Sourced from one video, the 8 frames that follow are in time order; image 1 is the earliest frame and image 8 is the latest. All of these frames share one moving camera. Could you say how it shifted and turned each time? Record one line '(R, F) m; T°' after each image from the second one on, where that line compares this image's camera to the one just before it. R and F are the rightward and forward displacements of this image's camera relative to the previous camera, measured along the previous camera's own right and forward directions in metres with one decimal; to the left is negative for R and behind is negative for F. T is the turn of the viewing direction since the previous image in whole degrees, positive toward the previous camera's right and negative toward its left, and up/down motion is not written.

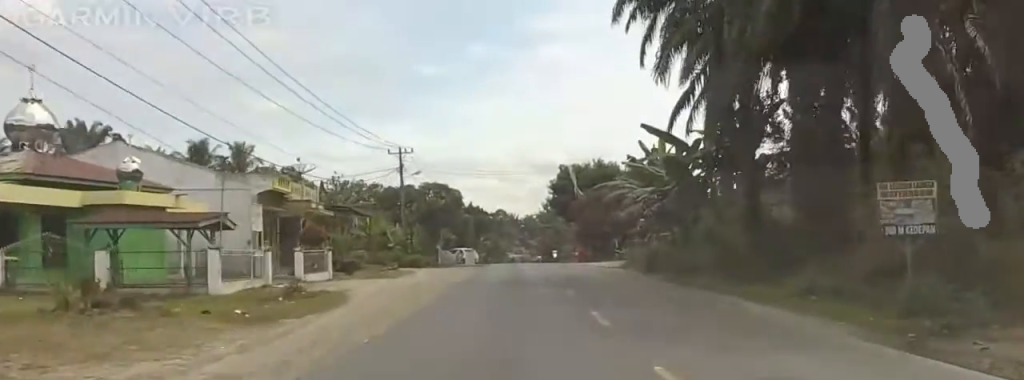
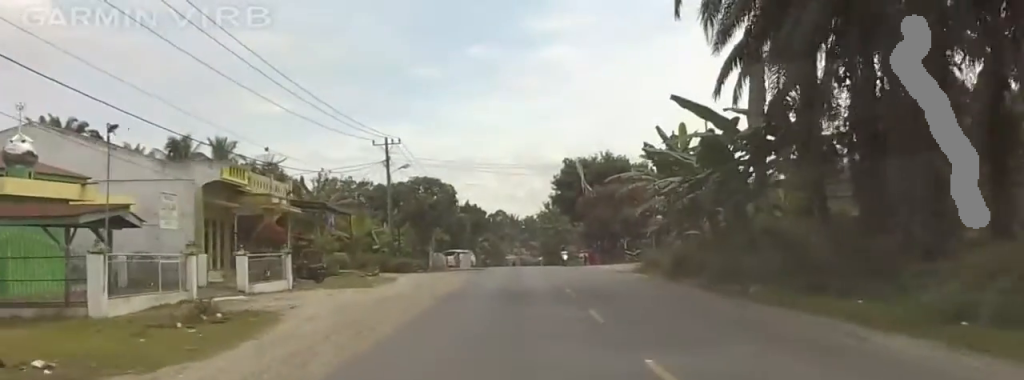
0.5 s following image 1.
(-0.1, +5.5) m; -9°
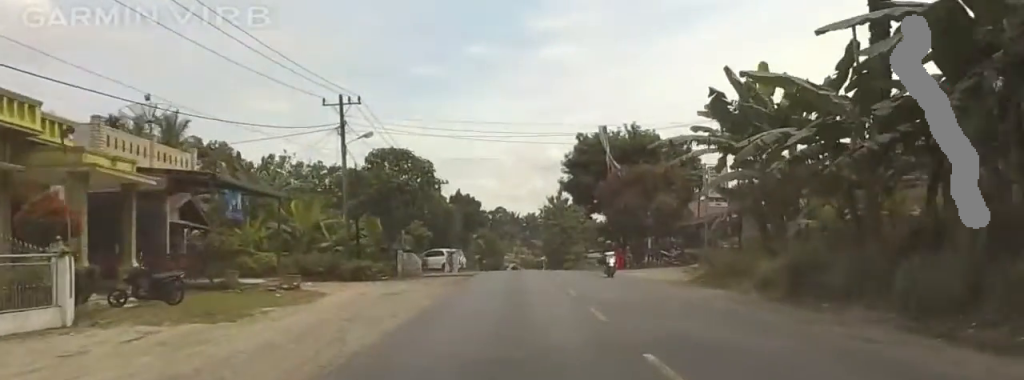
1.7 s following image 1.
(-1.8, +12.9) m; -8°
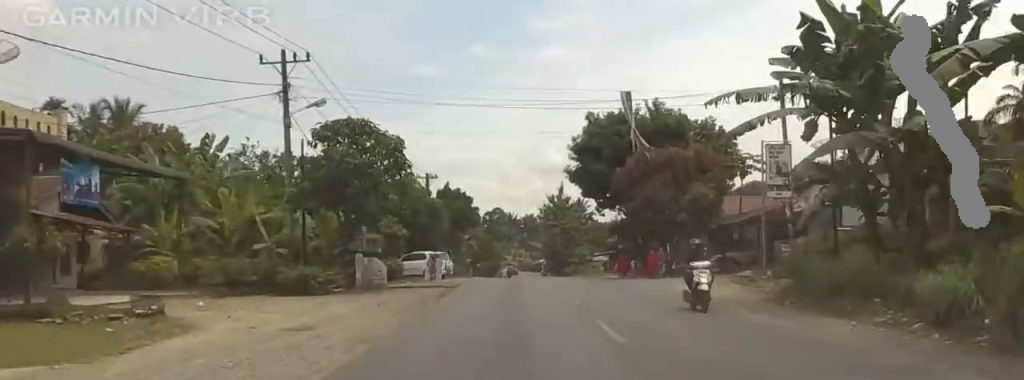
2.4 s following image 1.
(0.0, +8.8) m; 0°
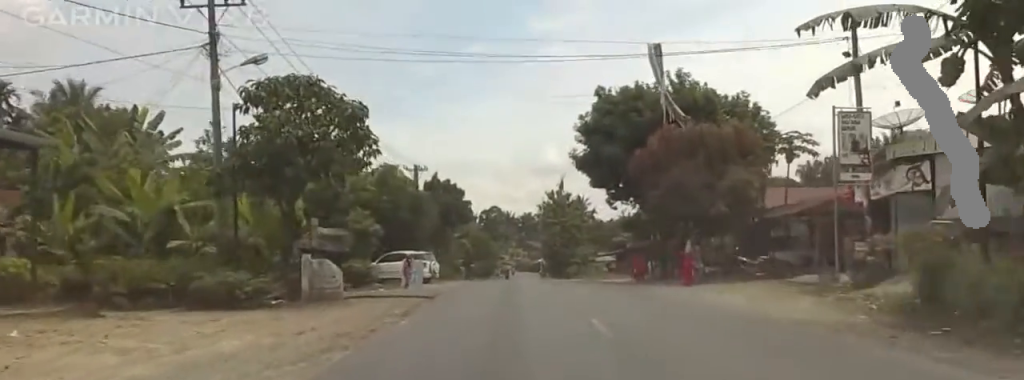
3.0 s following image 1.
(0.0, +6.5) m; 0°
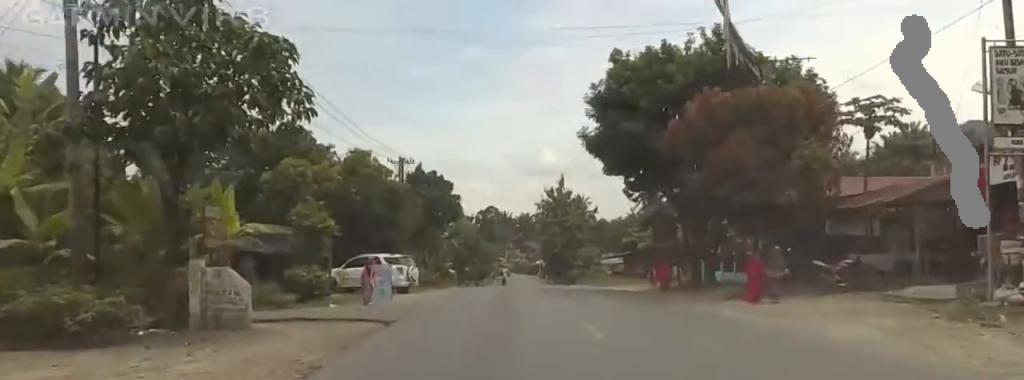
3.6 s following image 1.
(0.0, +7.0) m; 0°
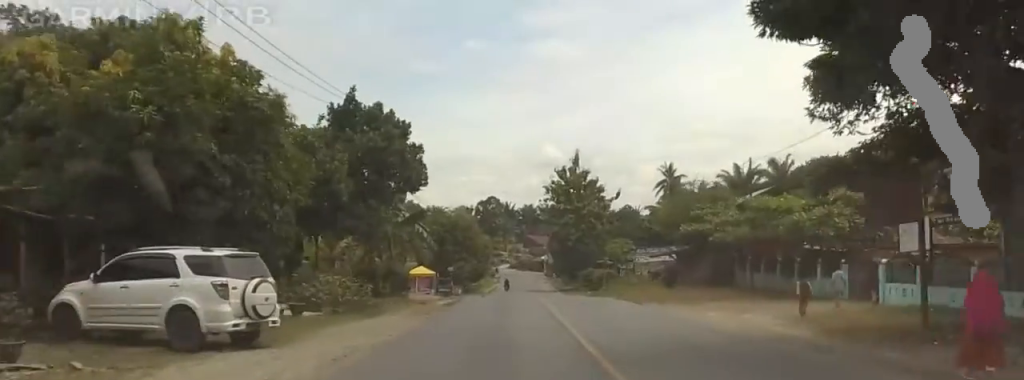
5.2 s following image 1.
(+0.1, +19.2) m; +5°
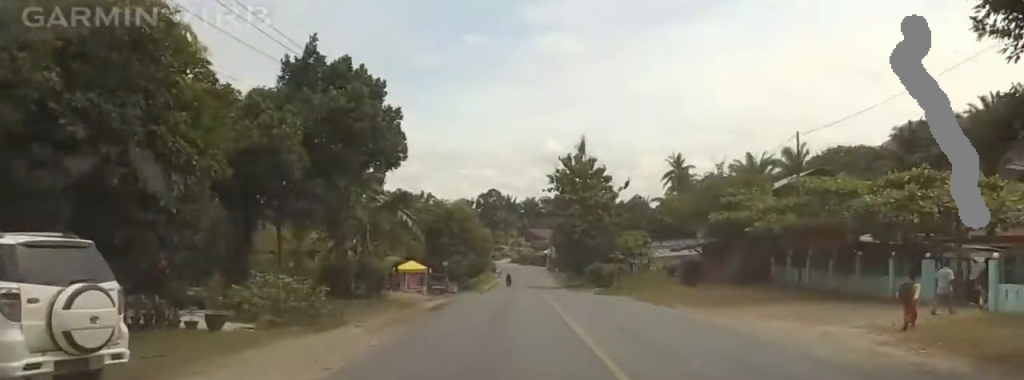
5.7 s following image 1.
(-0.1, +5.3) m; +3°
